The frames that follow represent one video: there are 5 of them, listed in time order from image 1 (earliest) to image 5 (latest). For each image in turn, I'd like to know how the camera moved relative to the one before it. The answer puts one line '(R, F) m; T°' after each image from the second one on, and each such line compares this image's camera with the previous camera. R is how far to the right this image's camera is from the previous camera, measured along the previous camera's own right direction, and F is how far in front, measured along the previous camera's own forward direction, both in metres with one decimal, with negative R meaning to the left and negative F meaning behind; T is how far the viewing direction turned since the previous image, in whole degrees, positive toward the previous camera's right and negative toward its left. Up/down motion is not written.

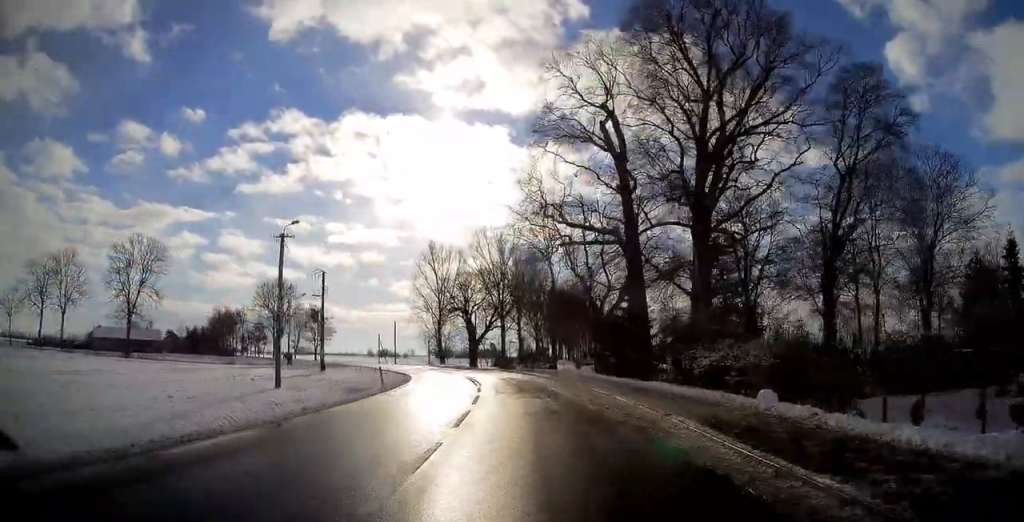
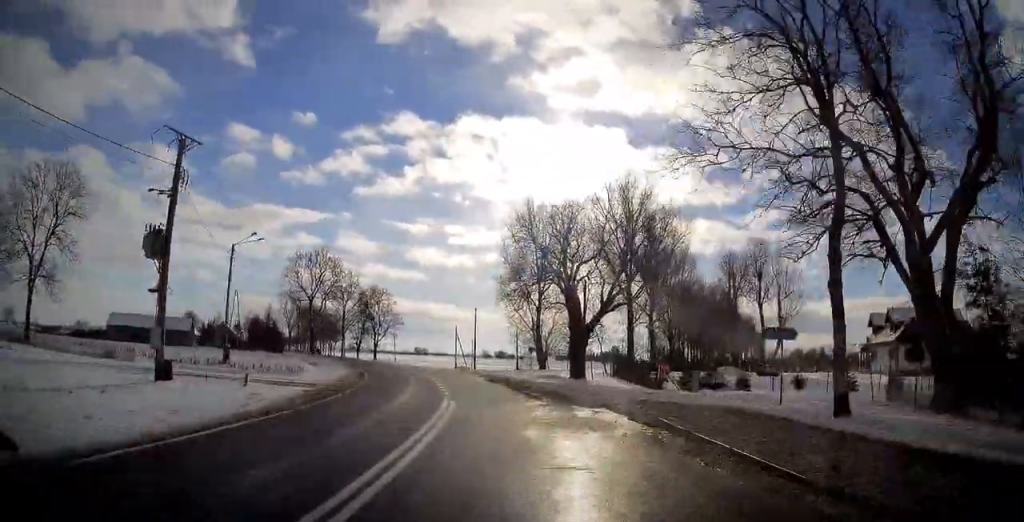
(-2.7, +39.8) m; -11°
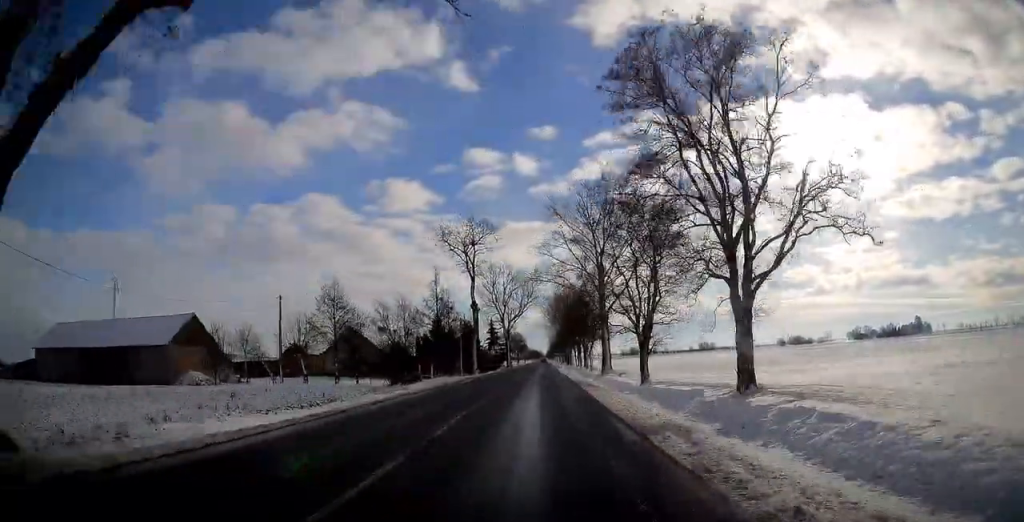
(-25.6, +91.2) m; -24°
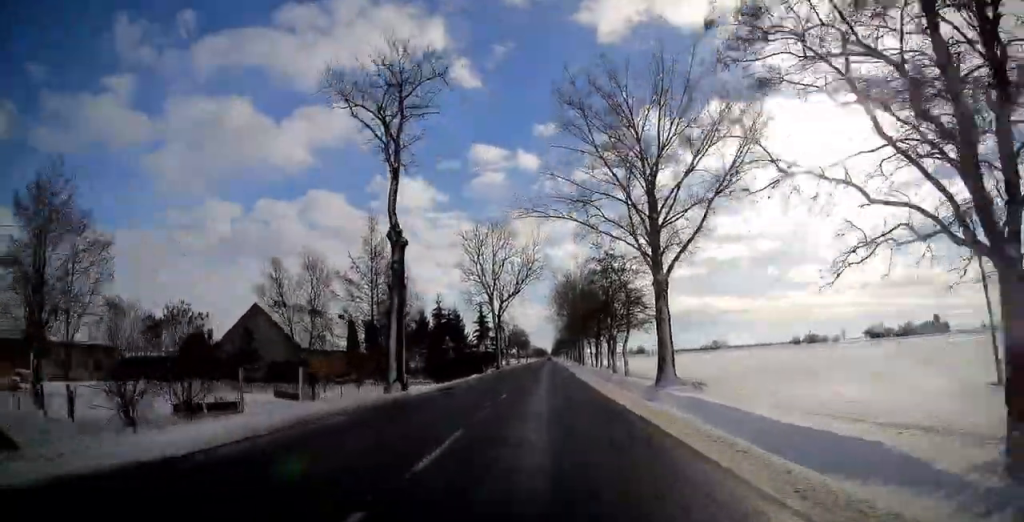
(-0.2, +33.4) m; 0°
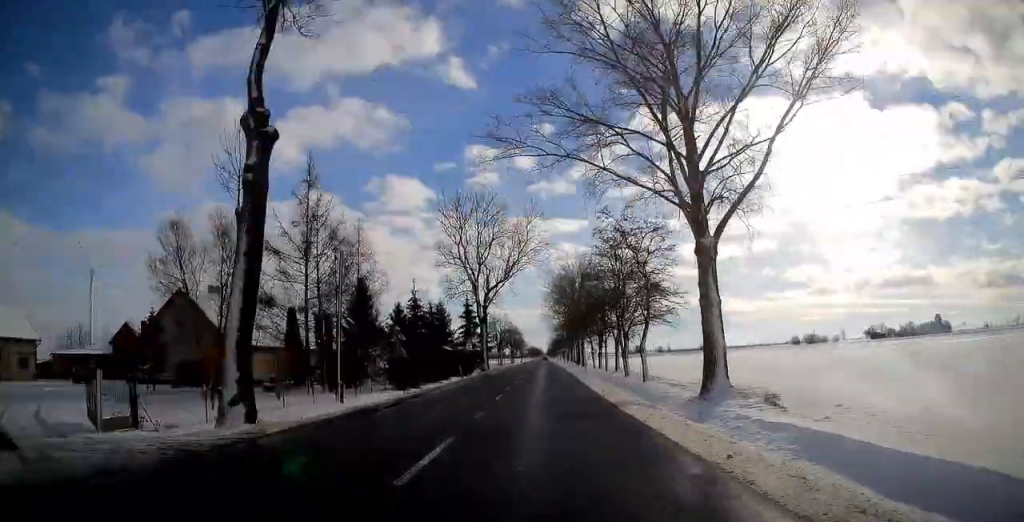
(+0.1, +13.0) m; 0°
